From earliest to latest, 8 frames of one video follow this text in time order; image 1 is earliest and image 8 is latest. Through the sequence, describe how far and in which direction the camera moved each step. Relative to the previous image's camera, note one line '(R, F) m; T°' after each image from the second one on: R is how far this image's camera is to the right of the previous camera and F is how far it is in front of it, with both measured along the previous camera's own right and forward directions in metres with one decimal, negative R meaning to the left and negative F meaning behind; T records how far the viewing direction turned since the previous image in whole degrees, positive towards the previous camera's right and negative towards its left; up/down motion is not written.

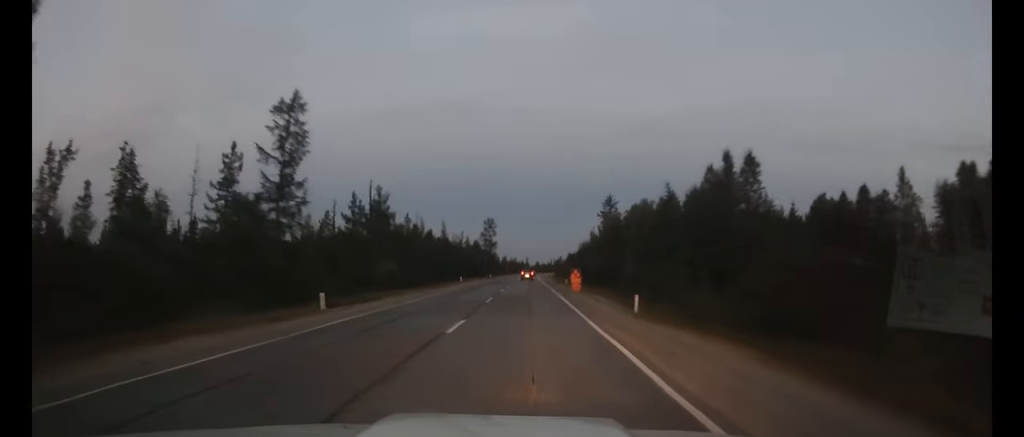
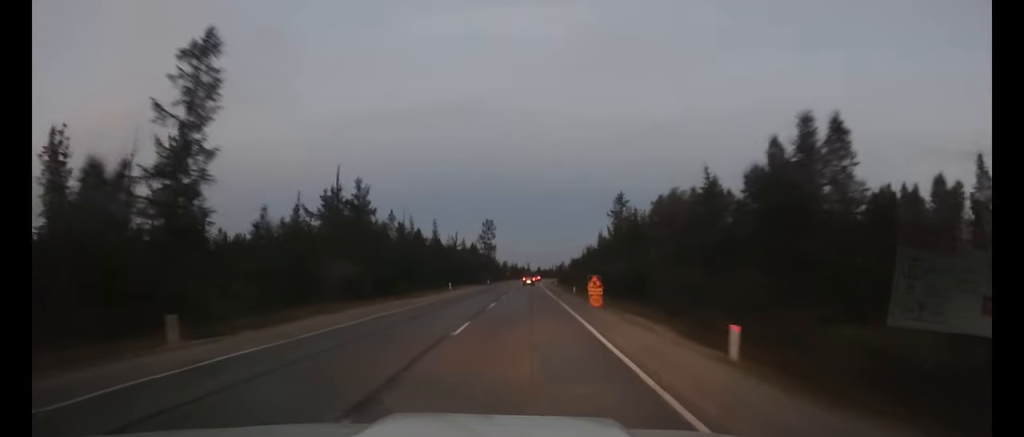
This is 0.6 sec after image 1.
(0.0, +10.7) m; 0°
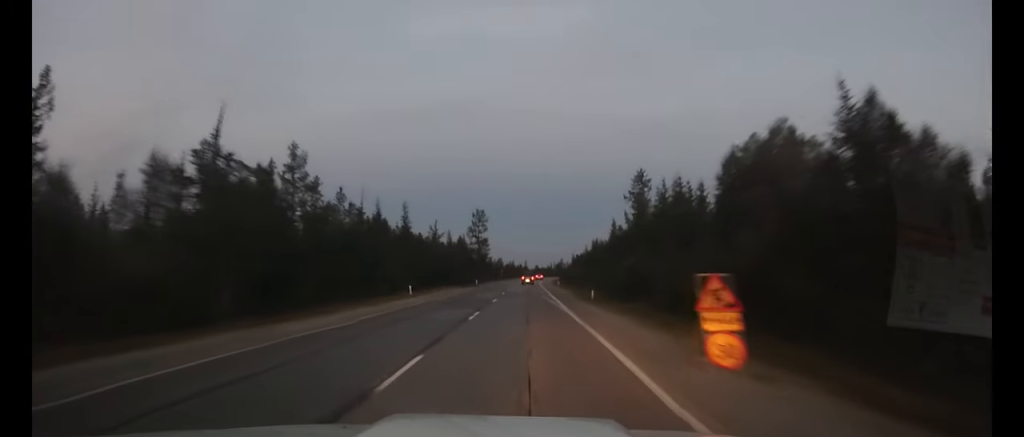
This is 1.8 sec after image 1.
(-0.1, +19.4) m; 0°
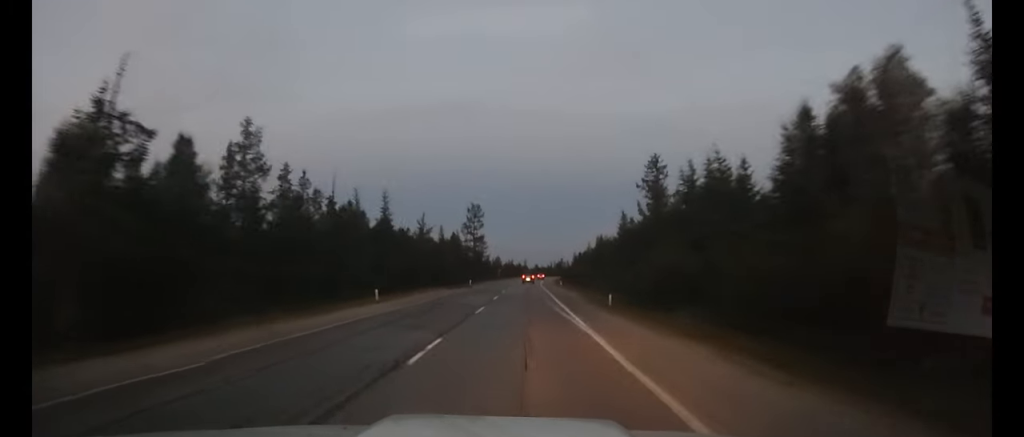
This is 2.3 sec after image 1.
(0.0, +9.2) m; 0°
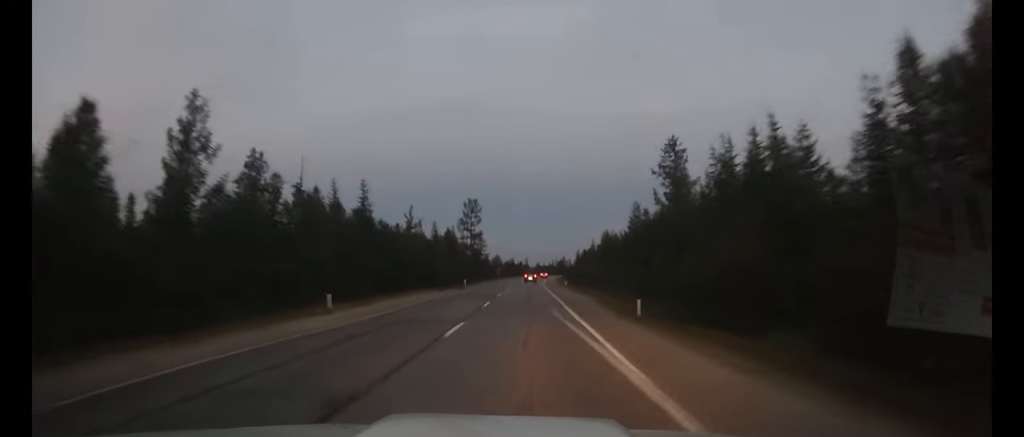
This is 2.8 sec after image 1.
(0.0, +8.2) m; 0°
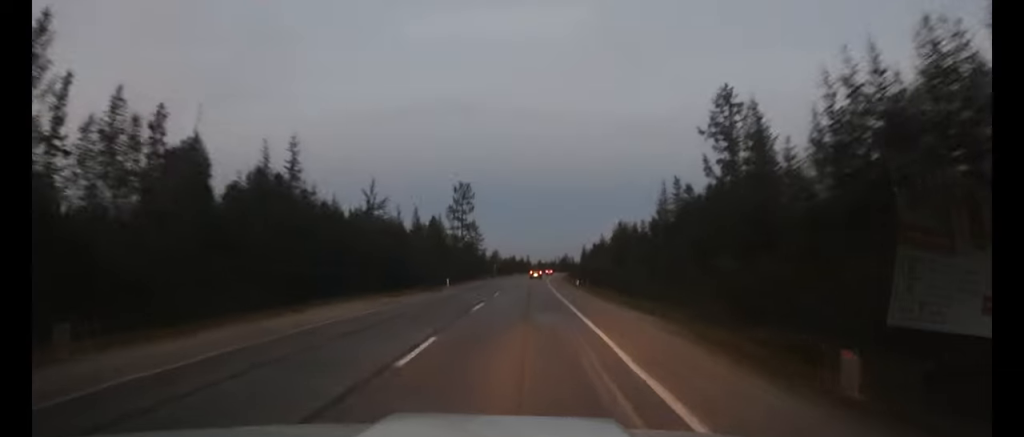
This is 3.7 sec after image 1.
(0.0, +16.4) m; 0°
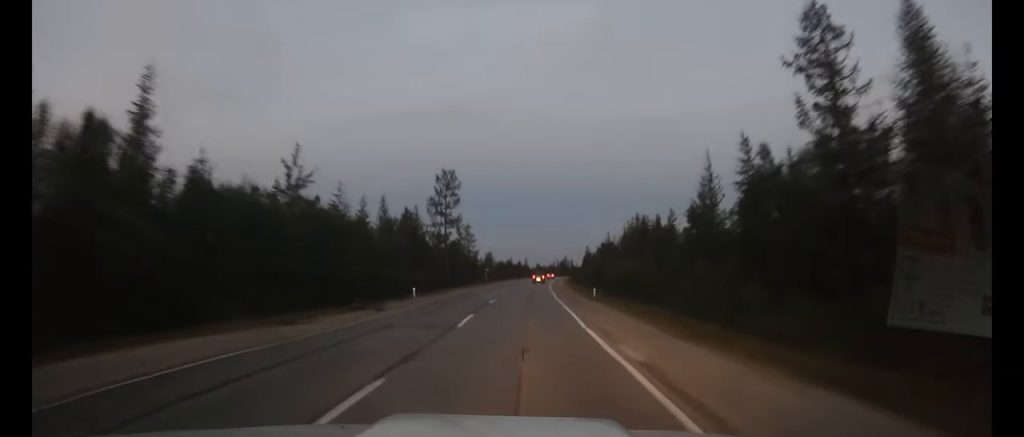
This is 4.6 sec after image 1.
(0.0, +16.0) m; 0°
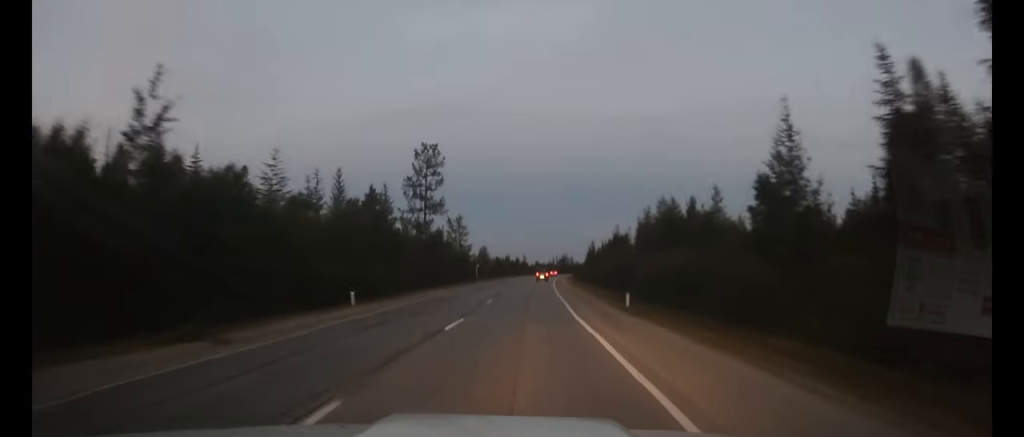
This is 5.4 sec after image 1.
(0.0, +14.4) m; 0°
